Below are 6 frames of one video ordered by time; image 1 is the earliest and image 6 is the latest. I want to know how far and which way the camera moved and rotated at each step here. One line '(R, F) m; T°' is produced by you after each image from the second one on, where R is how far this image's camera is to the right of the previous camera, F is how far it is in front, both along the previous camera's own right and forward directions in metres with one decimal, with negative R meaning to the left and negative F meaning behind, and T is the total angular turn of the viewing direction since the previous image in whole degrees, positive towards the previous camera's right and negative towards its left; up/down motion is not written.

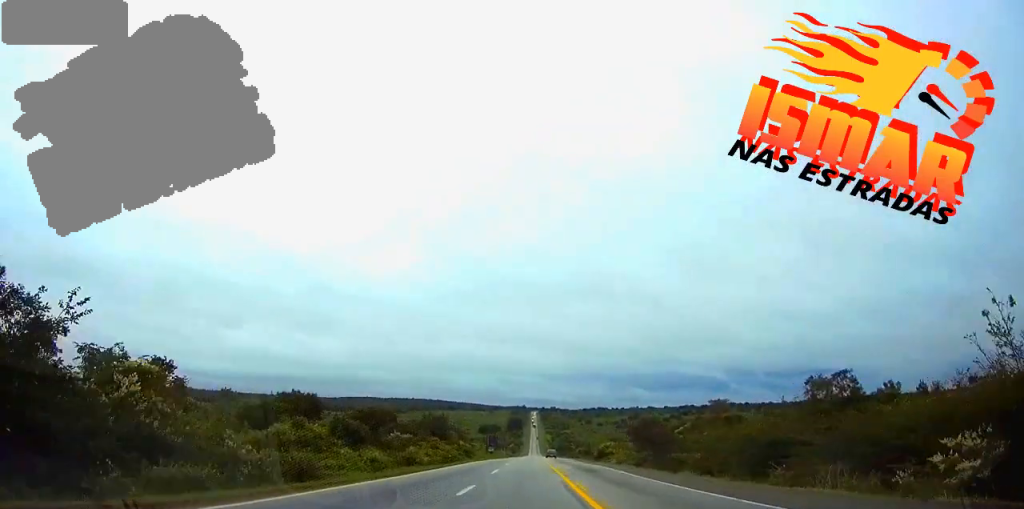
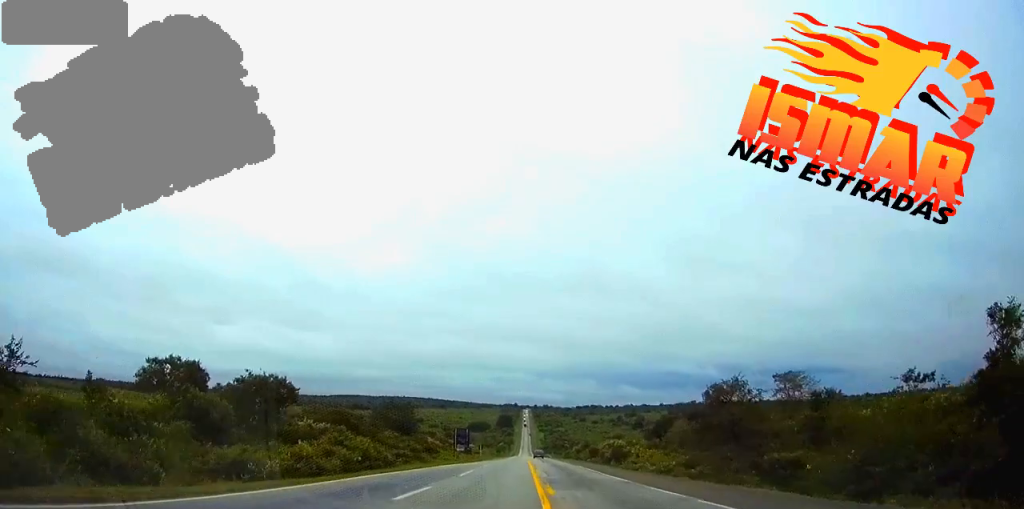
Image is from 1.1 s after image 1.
(+0.2, +36.8) m; 0°
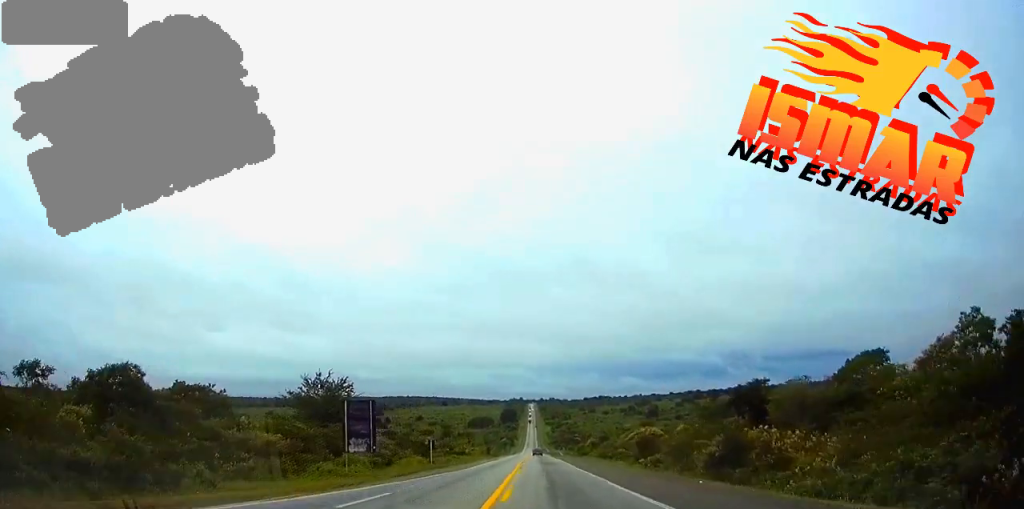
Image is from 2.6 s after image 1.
(-0.2, +52.3) m; -1°
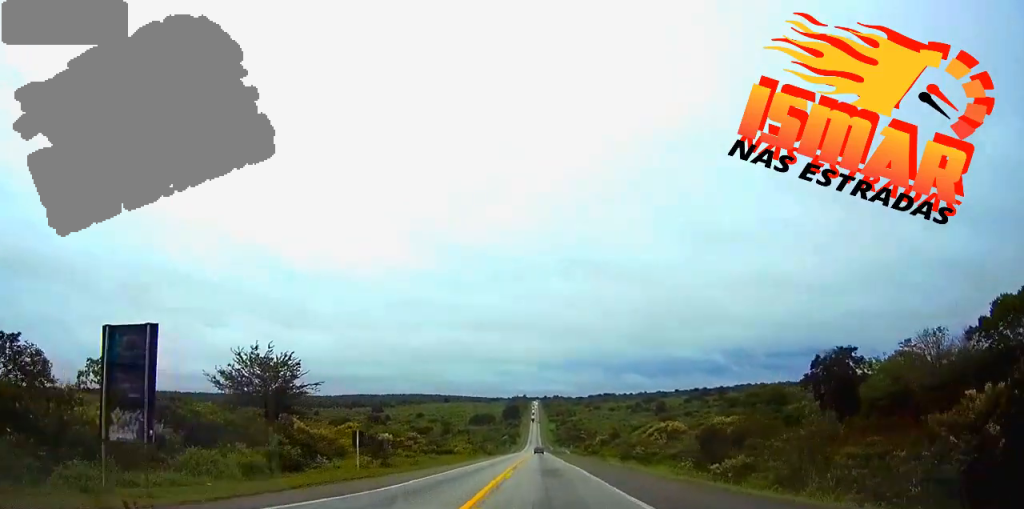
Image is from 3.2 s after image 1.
(-0.1, +23.3) m; 0°
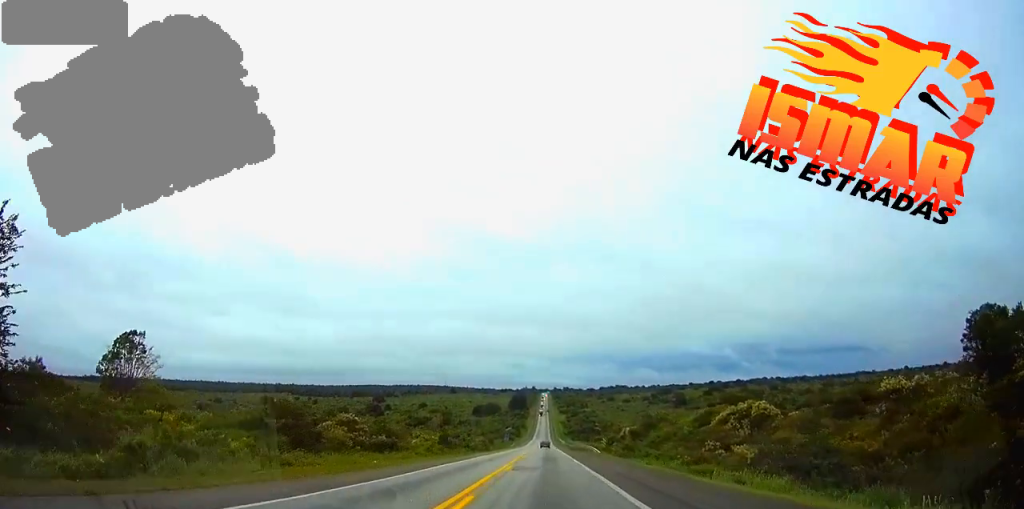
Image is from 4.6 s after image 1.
(-0.3, +49.1) m; -1°
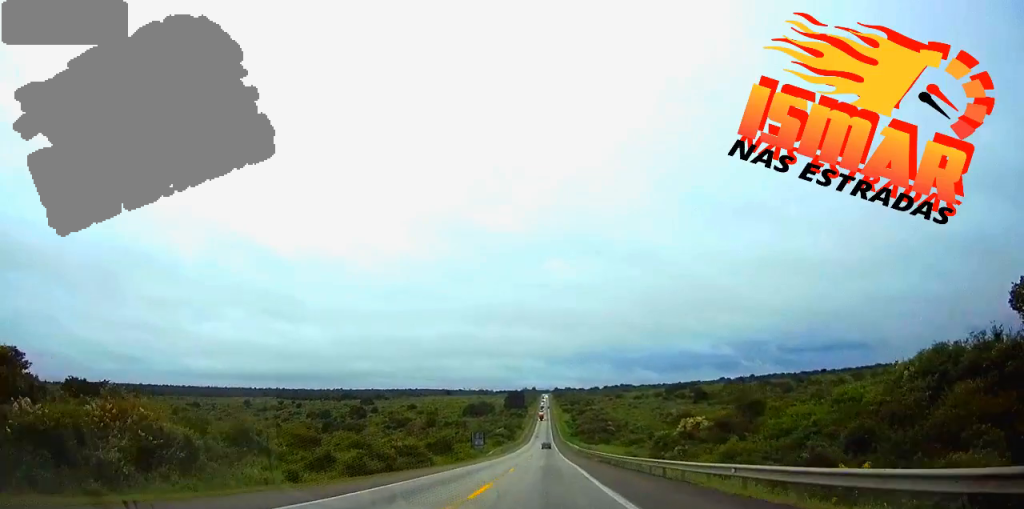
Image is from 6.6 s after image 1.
(+0.1, +70.5) m; 0°
